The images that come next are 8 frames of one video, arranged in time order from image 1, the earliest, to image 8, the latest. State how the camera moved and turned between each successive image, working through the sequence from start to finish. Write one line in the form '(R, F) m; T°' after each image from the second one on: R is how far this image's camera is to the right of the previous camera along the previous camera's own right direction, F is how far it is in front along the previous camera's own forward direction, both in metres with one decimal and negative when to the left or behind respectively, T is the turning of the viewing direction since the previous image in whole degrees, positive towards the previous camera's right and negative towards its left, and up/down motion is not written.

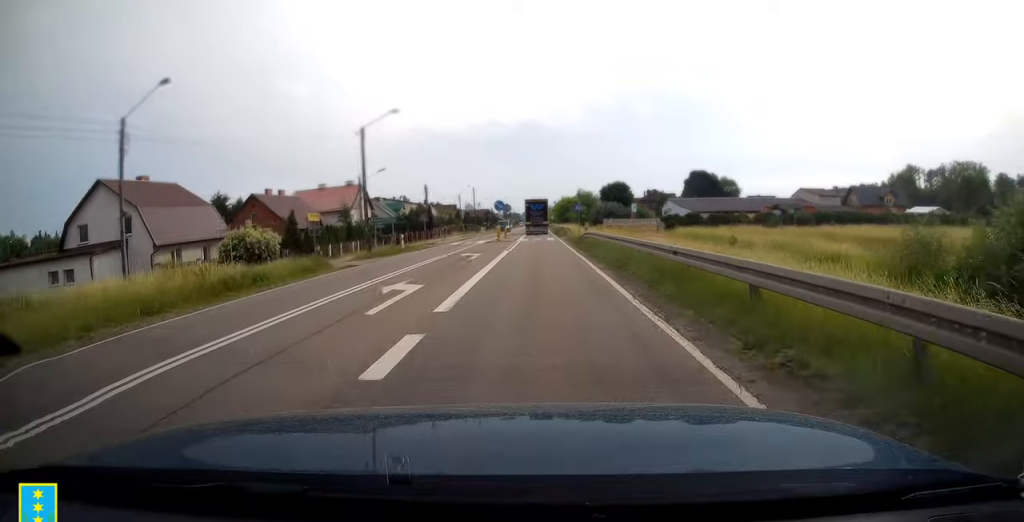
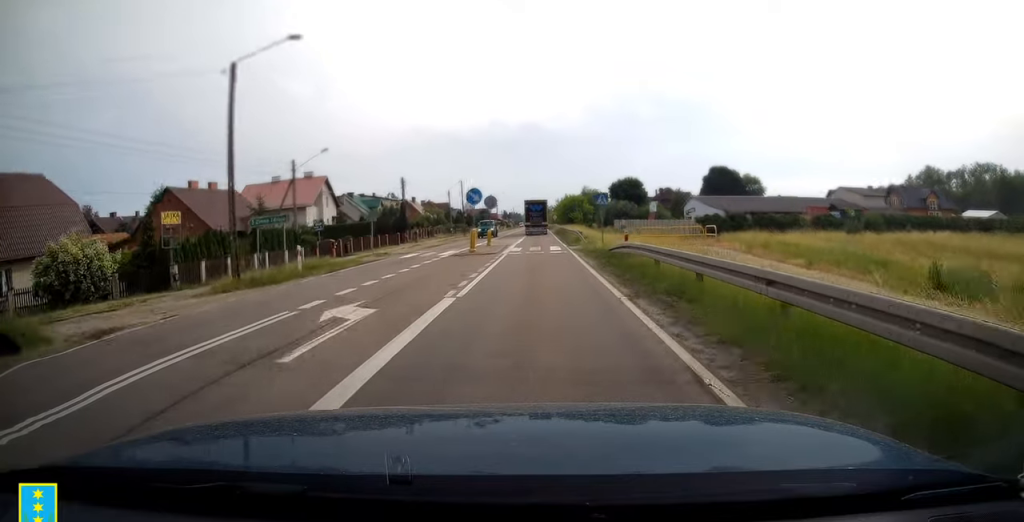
(0.0, +17.3) m; 0°
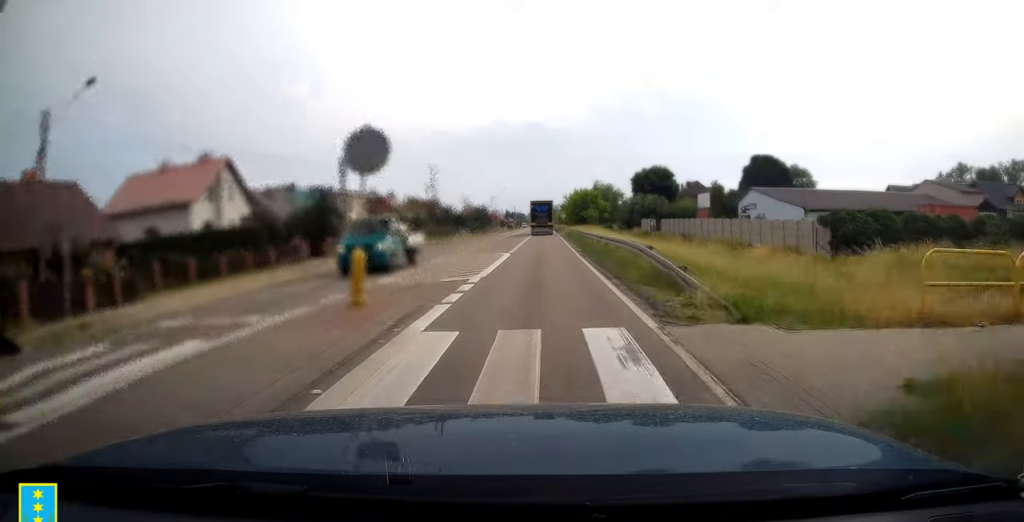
(0.0, +26.2) m; 0°
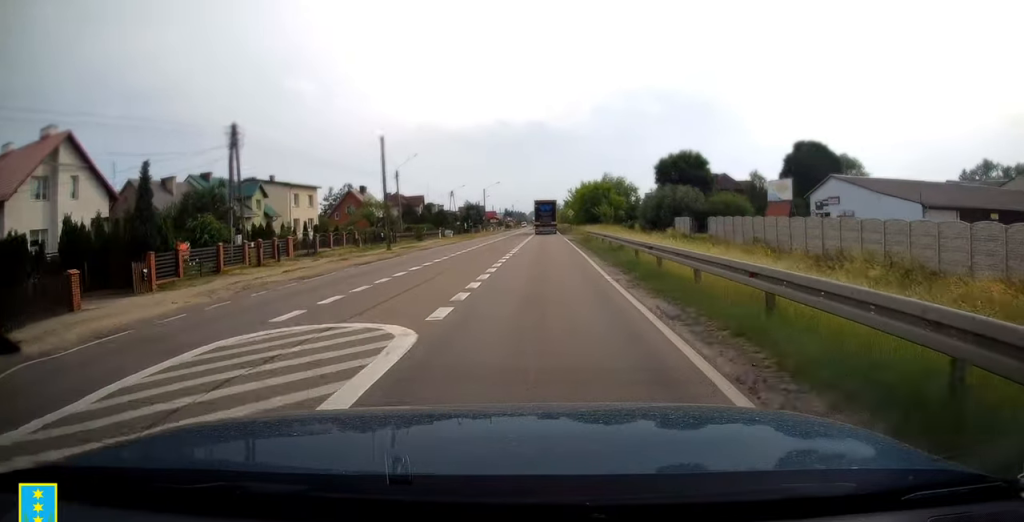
(0.0, +20.7) m; 0°
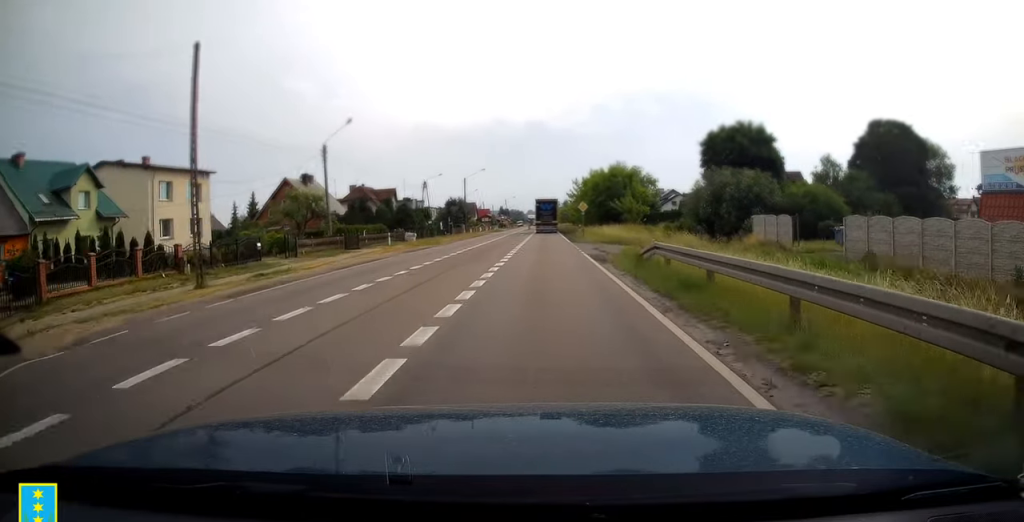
(0.0, +24.6) m; 0°
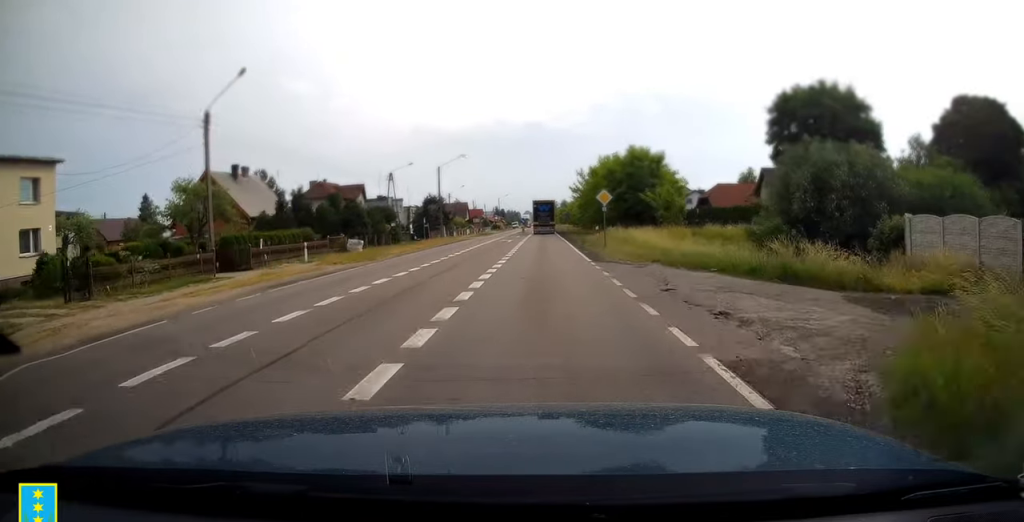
(0.0, +18.5) m; 0°
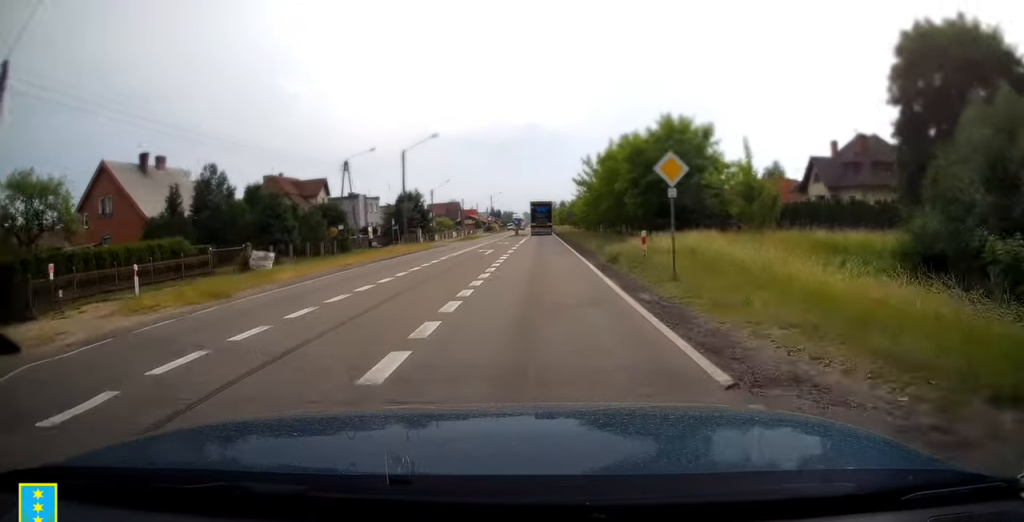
(0.0, +15.7) m; 0°
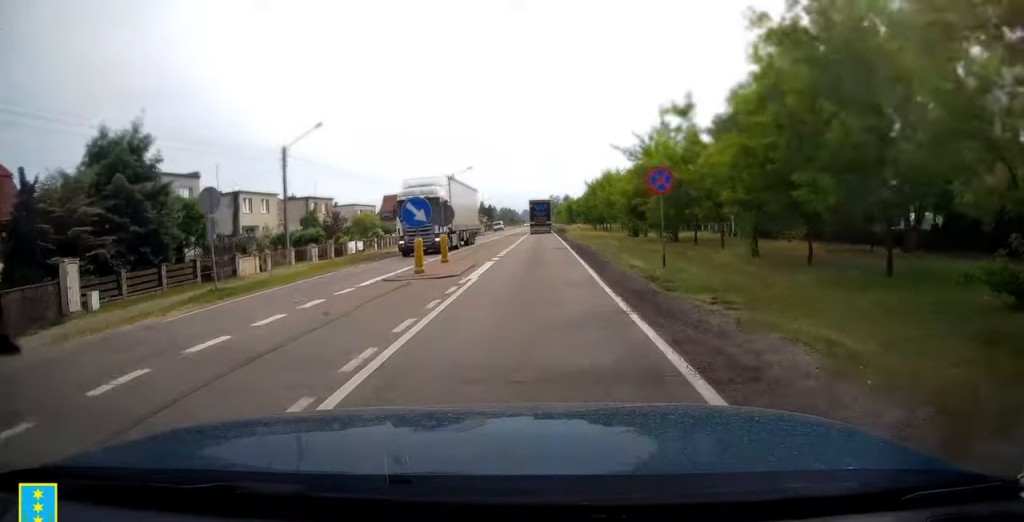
(0.0, +55.8) m; +1°
